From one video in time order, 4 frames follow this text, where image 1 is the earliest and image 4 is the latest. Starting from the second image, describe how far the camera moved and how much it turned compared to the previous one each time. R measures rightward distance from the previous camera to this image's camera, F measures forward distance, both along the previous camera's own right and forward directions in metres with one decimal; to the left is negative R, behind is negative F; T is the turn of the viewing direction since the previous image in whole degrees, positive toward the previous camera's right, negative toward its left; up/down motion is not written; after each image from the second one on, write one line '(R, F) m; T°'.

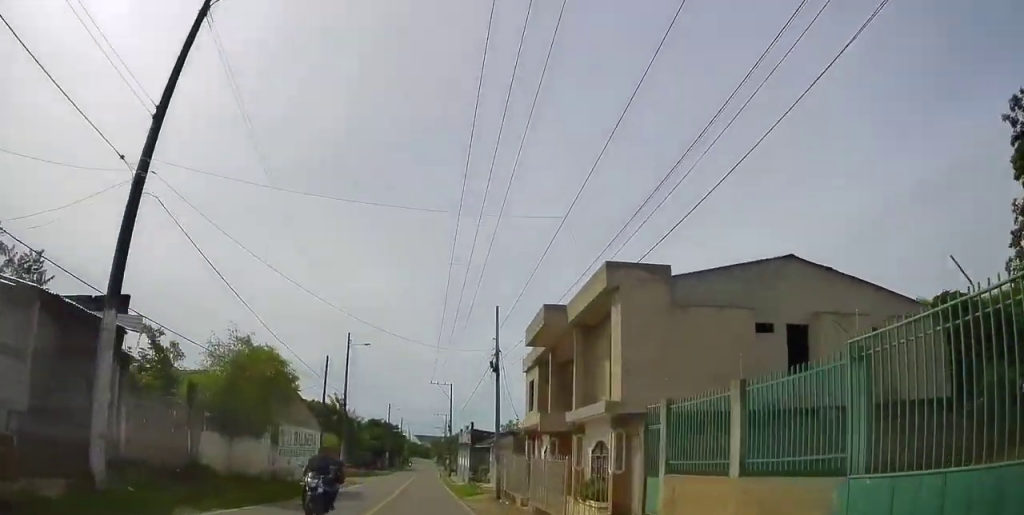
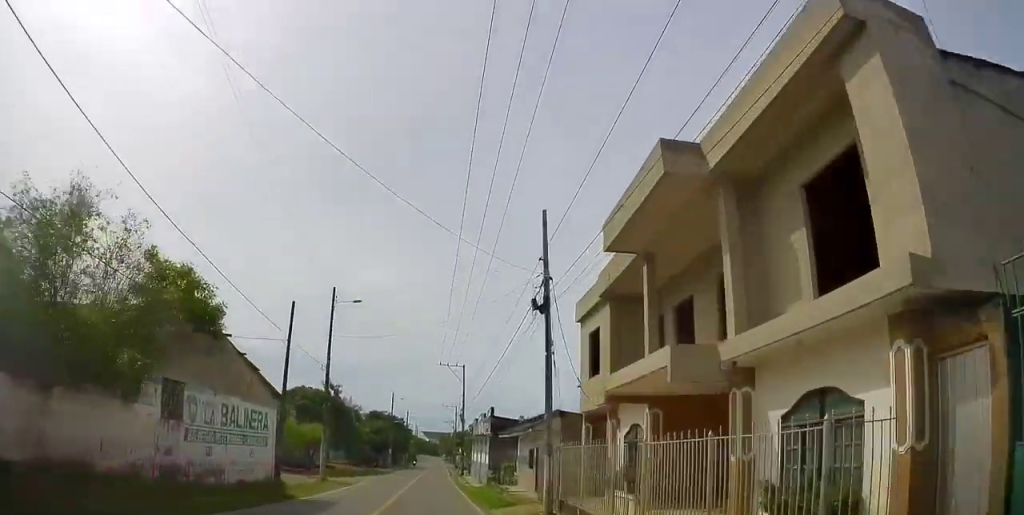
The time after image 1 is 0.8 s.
(0.0, +10.1) m; +1°
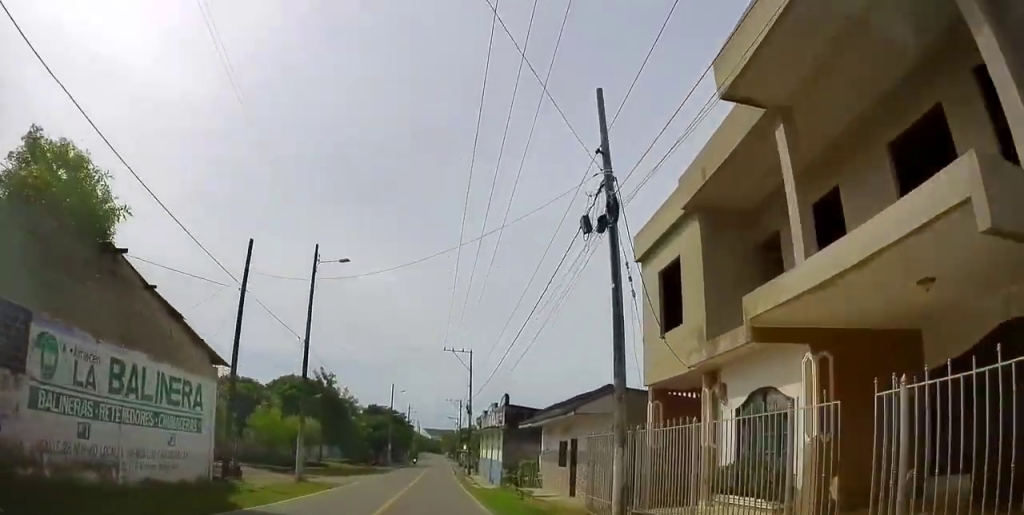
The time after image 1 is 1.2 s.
(-0.1, +6.2) m; +1°
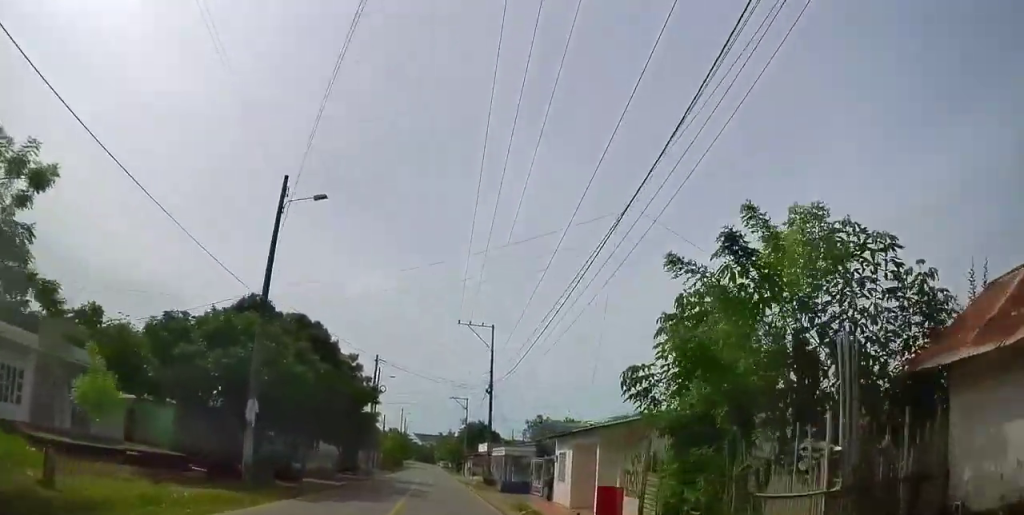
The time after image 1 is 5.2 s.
(-0.3, +51.8) m; -3°
